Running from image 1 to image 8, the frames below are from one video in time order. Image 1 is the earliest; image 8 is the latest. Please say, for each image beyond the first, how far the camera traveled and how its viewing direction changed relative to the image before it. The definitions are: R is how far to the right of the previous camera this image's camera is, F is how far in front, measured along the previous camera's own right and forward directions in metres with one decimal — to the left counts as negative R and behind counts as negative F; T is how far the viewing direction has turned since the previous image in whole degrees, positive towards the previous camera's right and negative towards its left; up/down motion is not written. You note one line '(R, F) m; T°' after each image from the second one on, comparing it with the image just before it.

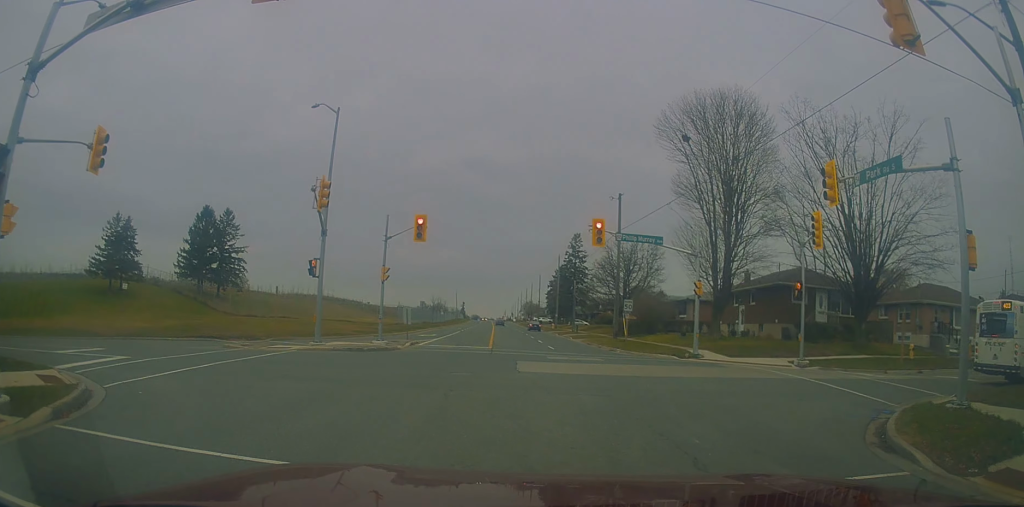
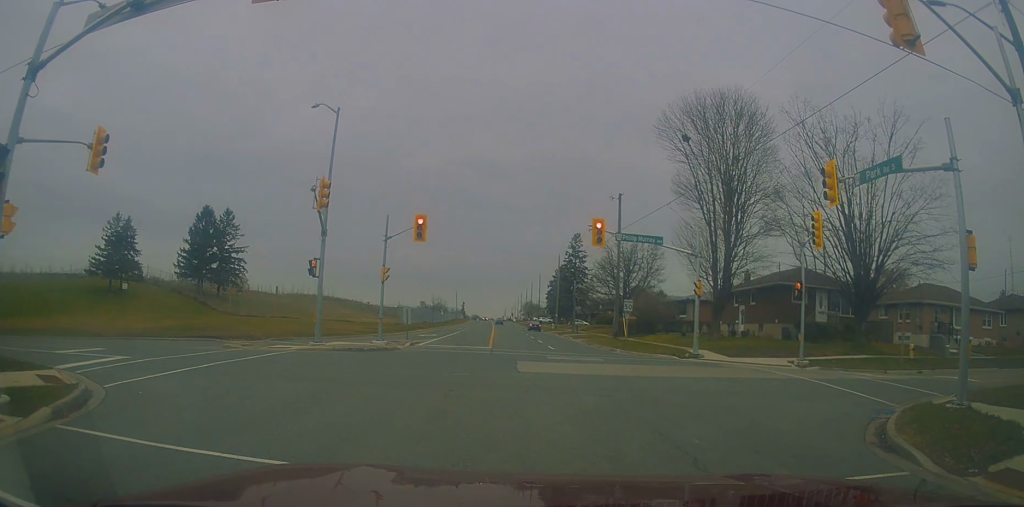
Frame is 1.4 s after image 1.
(0.0, 0.0) m; 0°
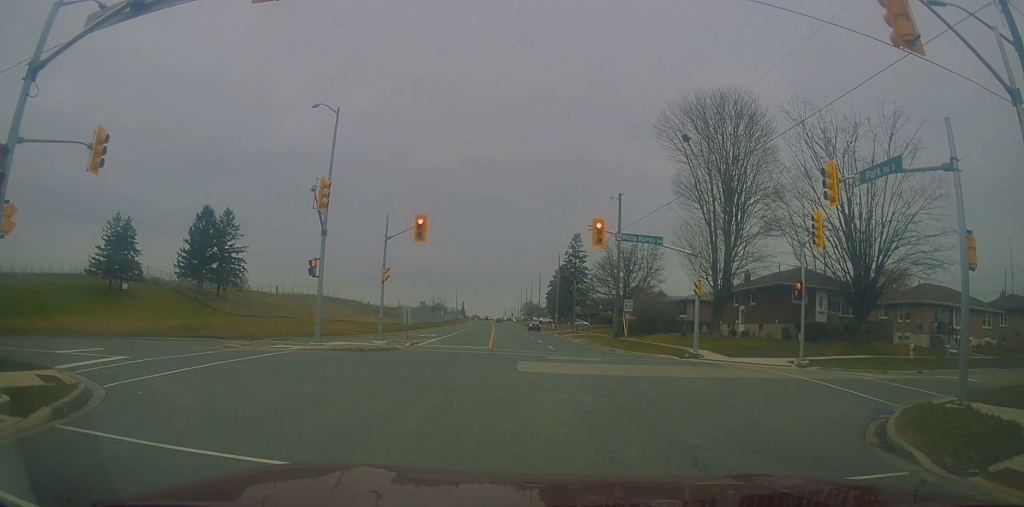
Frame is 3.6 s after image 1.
(0.0, 0.0) m; 0°
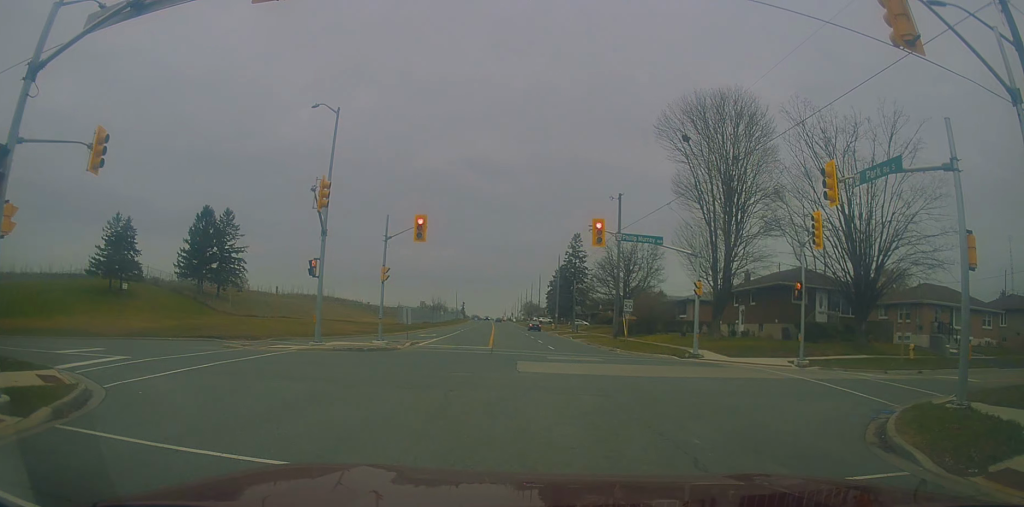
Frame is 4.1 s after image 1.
(0.0, 0.0) m; 0°
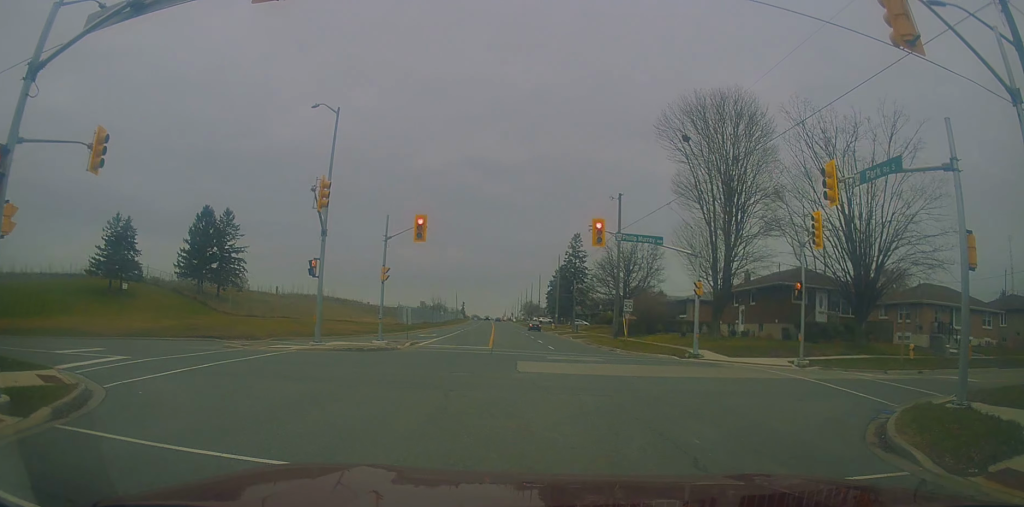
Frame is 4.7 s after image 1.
(0.0, 0.0) m; 0°
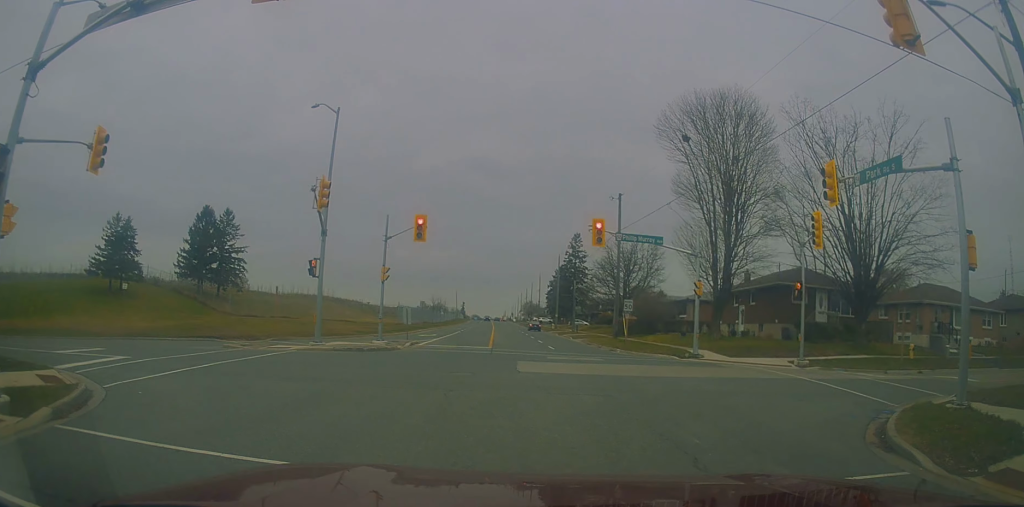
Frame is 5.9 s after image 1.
(0.0, 0.0) m; 0°
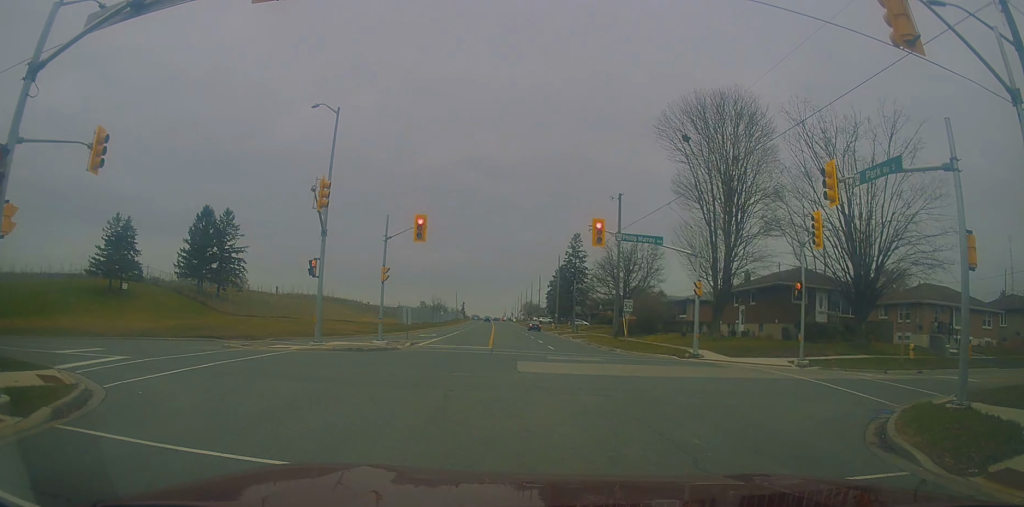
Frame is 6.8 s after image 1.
(0.0, 0.0) m; 0°
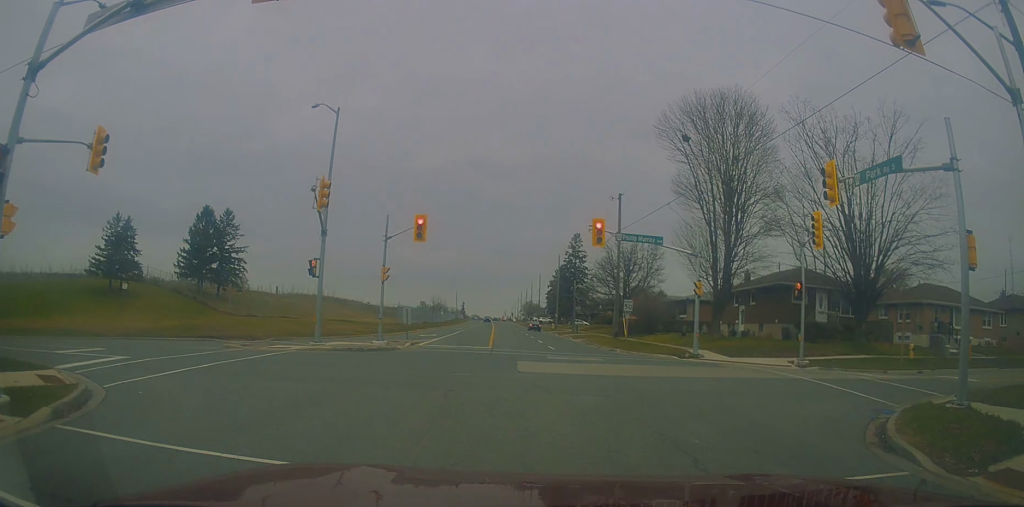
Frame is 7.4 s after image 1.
(0.0, 0.0) m; 0°
